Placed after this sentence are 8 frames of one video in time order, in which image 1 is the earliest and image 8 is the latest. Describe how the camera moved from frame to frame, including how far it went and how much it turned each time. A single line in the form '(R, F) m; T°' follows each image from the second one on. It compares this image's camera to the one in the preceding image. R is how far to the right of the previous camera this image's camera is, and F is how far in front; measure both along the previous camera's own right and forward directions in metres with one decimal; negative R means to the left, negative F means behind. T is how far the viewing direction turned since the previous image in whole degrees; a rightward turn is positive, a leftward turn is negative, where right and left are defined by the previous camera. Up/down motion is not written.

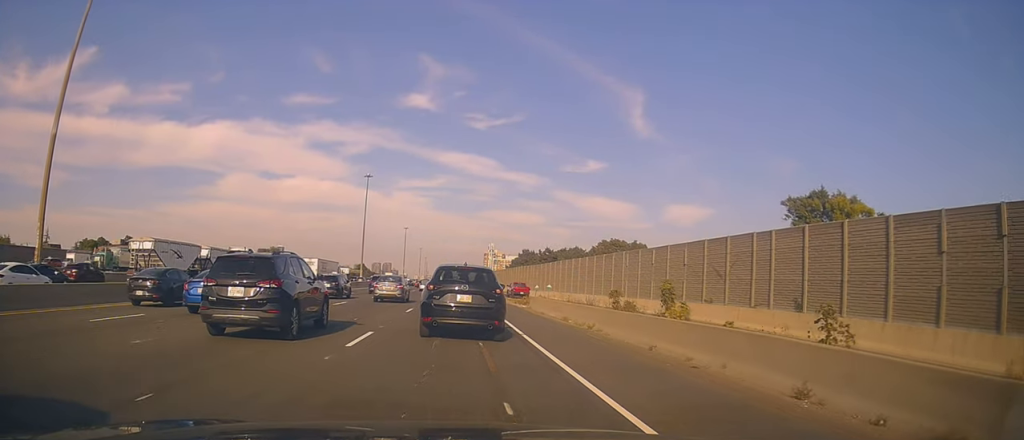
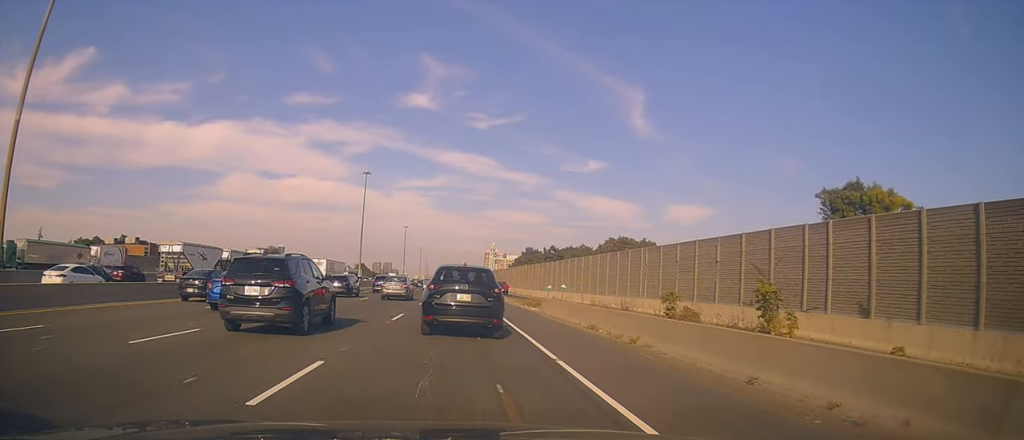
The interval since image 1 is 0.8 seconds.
(-0.2, +4.4) m; +2°
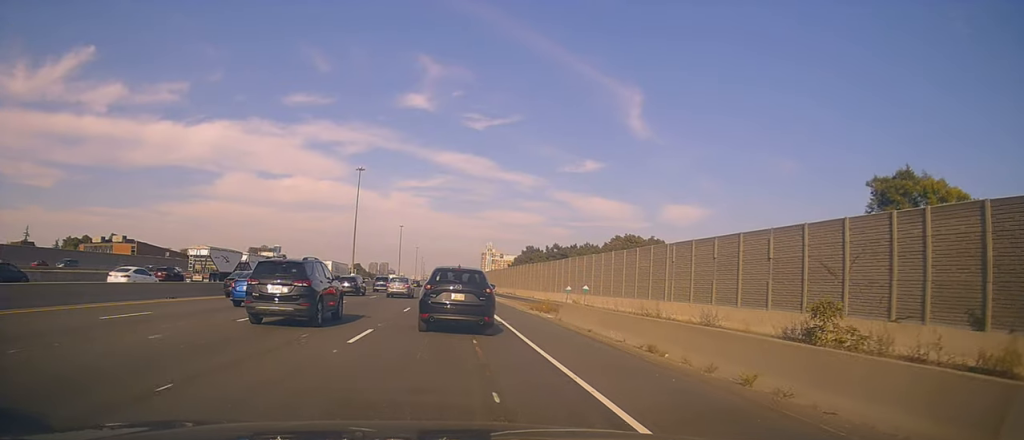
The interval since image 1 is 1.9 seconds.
(+0.4, +6.1) m; +1°
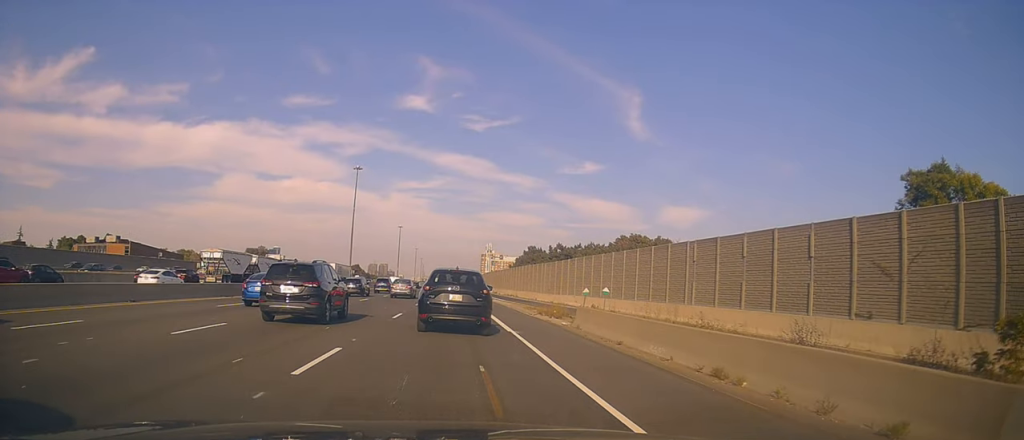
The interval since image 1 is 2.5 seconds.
(-0.2, +3.5) m; +1°
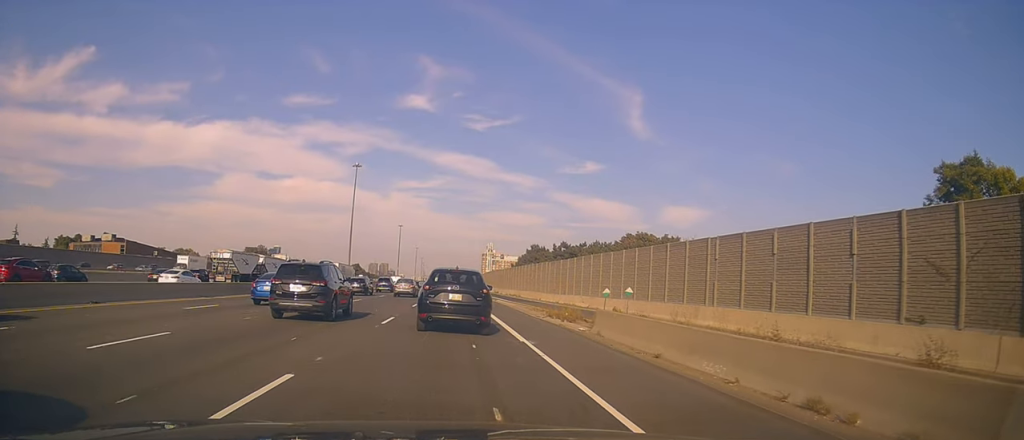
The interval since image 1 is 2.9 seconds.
(-0.1, +2.7) m; +1°
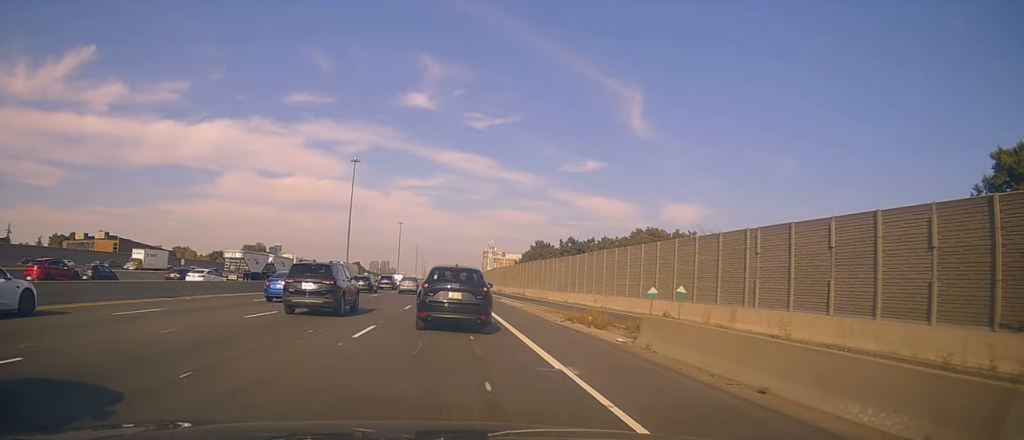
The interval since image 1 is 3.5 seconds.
(+0.4, +4.1) m; +1°
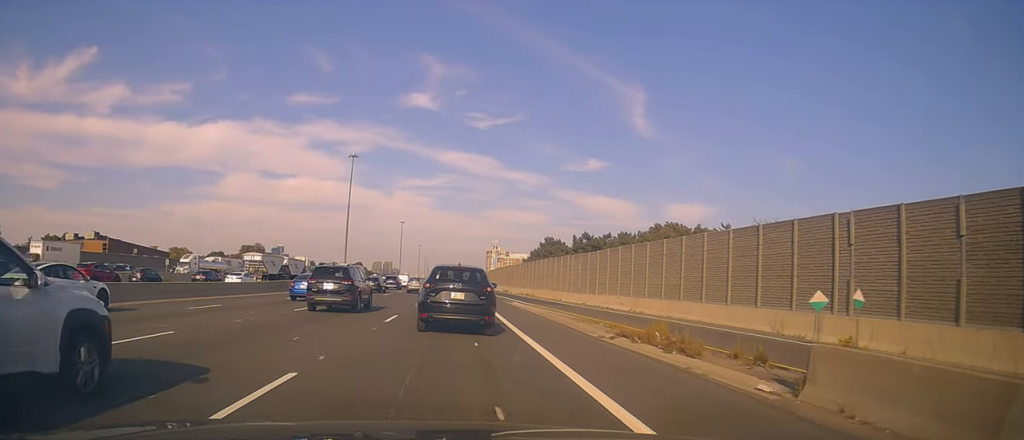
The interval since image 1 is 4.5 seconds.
(-0.2, +7.0) m; -4°
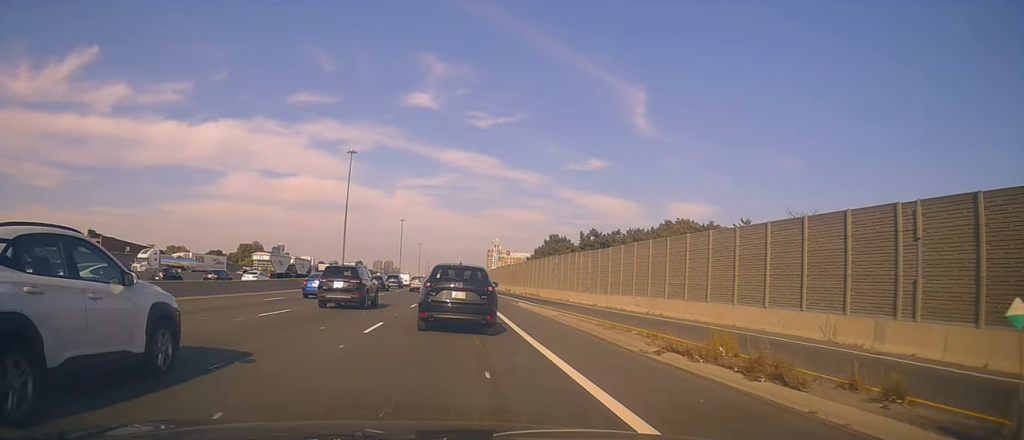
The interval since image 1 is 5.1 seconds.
(-0.1, +3.9) m; -2°
